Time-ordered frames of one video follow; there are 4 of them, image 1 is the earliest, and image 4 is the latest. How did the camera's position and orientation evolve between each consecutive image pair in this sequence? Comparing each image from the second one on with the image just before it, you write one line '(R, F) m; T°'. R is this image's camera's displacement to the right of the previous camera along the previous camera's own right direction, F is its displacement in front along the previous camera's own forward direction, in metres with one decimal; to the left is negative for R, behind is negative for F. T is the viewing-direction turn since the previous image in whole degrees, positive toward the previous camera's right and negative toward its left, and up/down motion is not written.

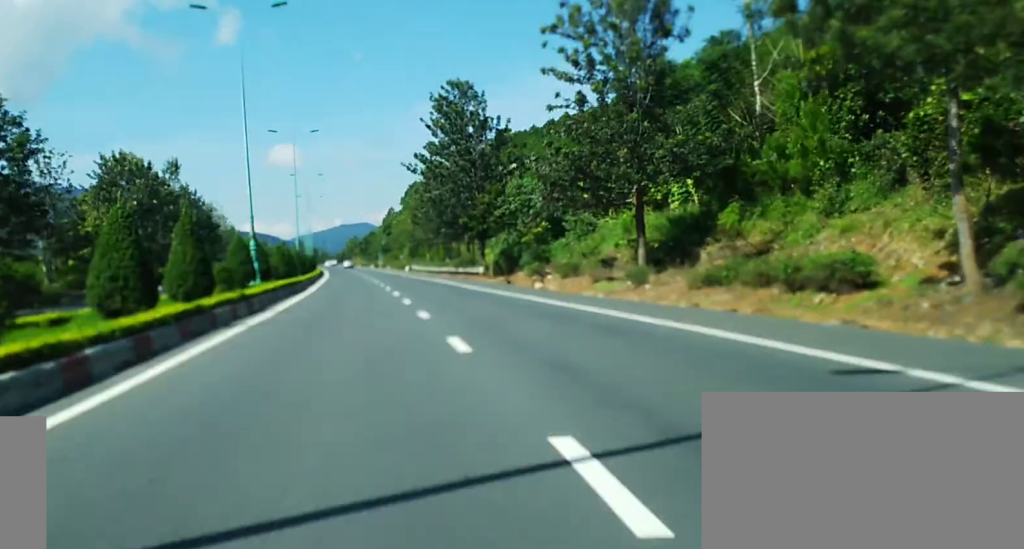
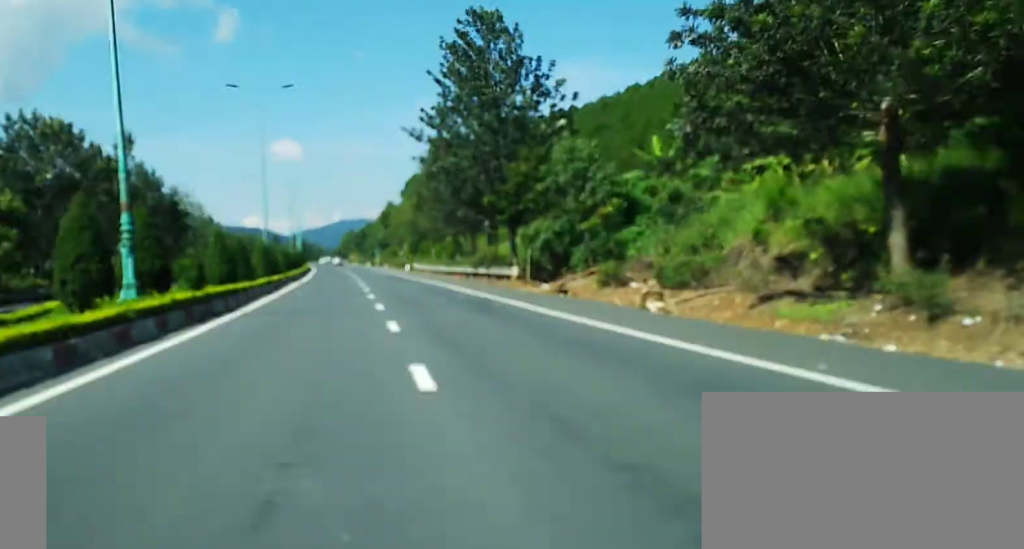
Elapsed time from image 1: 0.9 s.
(0.0, +19.9) m; 0°
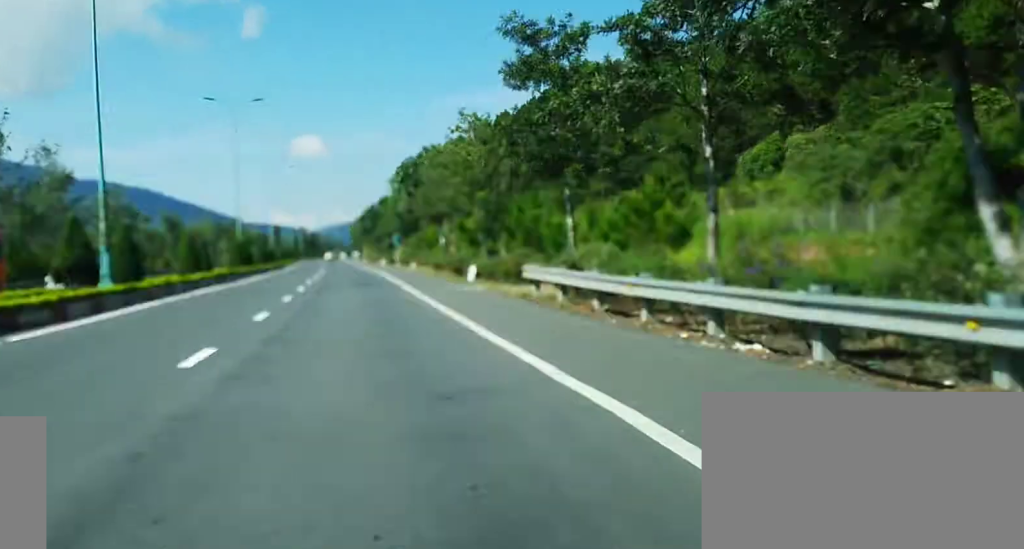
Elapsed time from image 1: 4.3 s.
(-0.4, +70.5) m; -2°
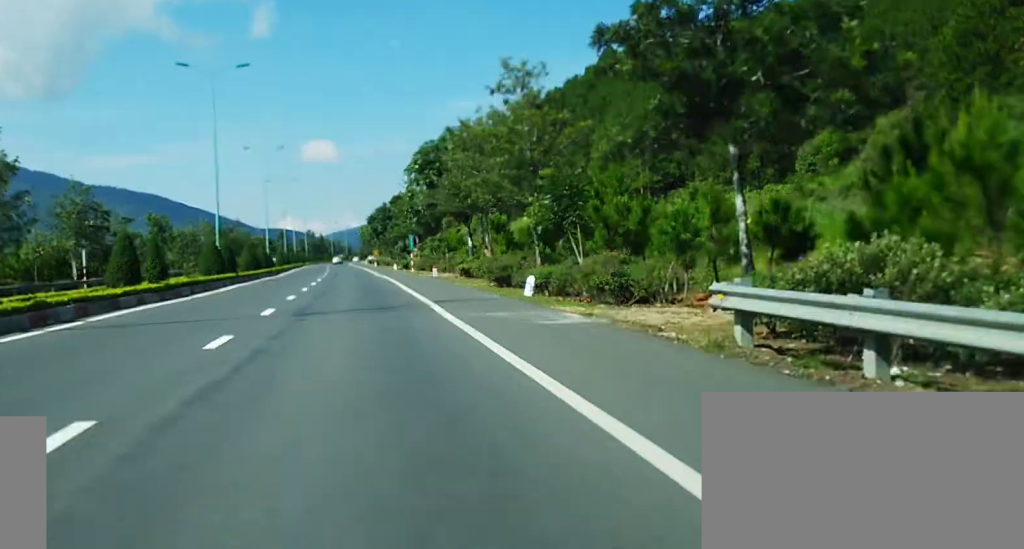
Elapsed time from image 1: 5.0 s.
(0.0, +13.9) m; -1°
